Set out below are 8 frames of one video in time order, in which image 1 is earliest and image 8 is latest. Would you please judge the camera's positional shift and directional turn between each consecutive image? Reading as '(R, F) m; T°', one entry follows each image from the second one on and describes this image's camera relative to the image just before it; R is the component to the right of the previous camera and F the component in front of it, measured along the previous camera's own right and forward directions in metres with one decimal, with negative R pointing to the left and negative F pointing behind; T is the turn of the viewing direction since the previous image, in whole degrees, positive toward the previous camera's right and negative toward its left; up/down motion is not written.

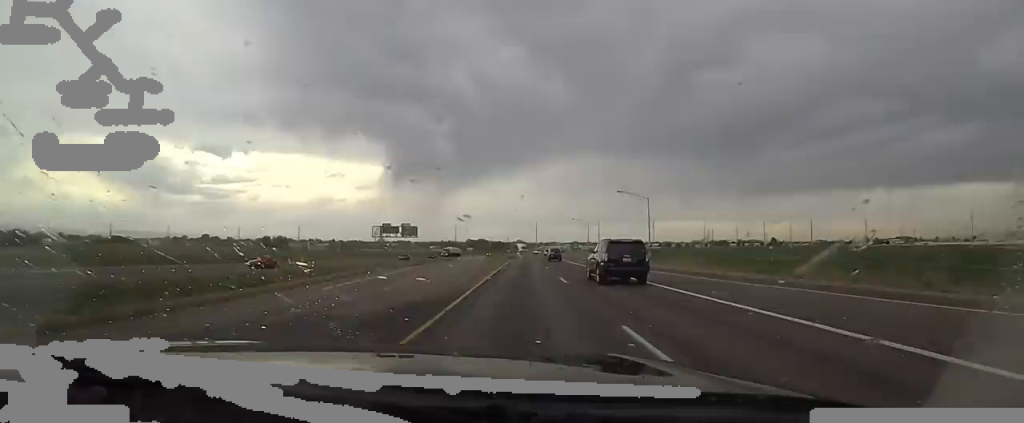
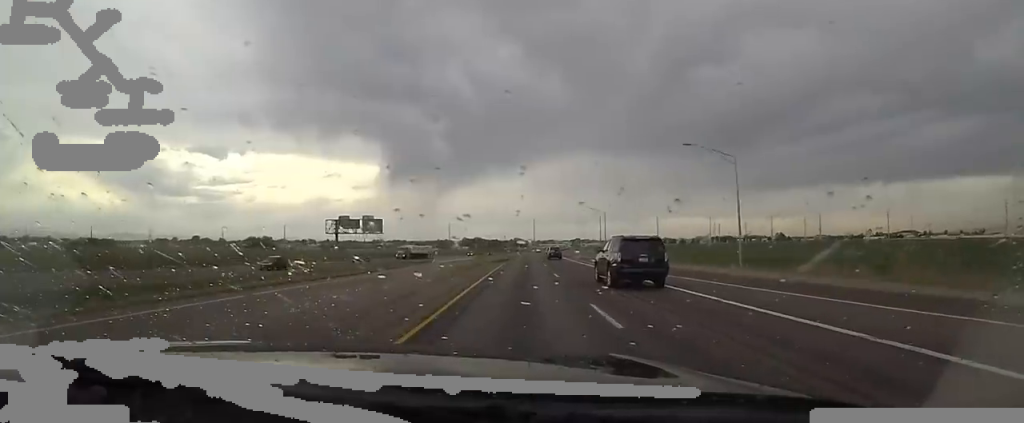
(0.0, +28.1) m; +2°
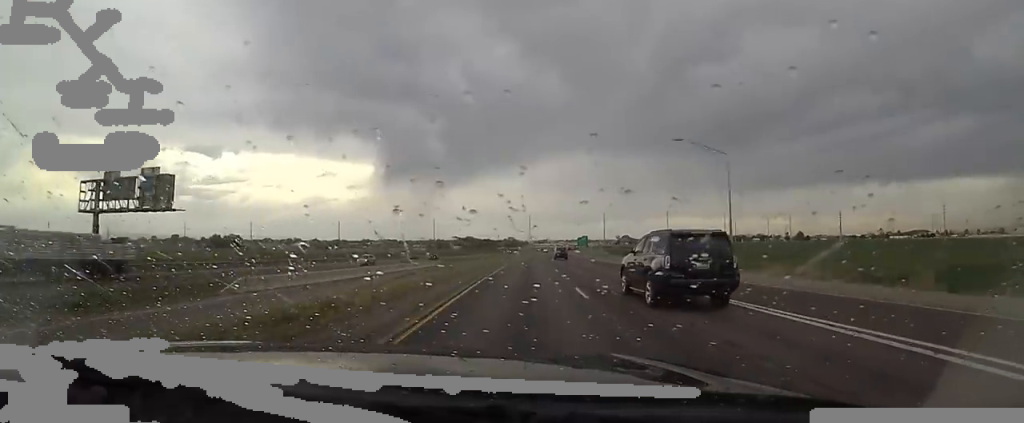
(+1.6, +55.5) m; +1°
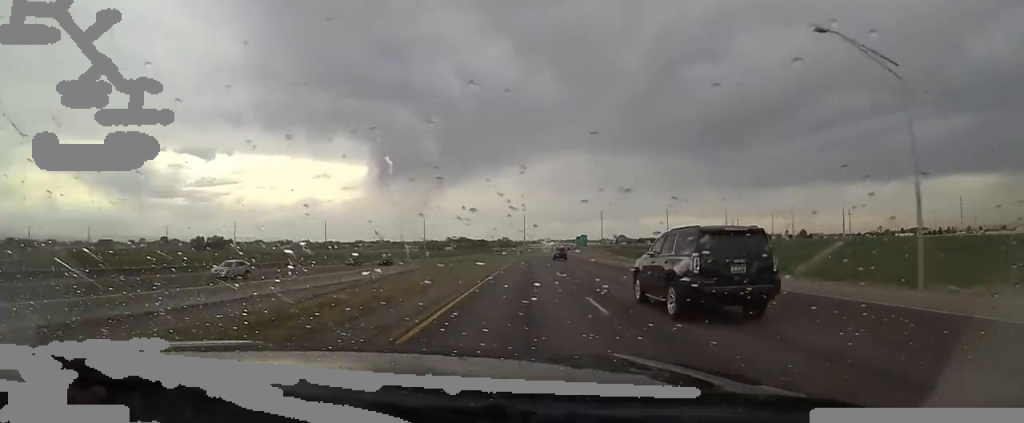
(-1.0, +18.0) m; 0°
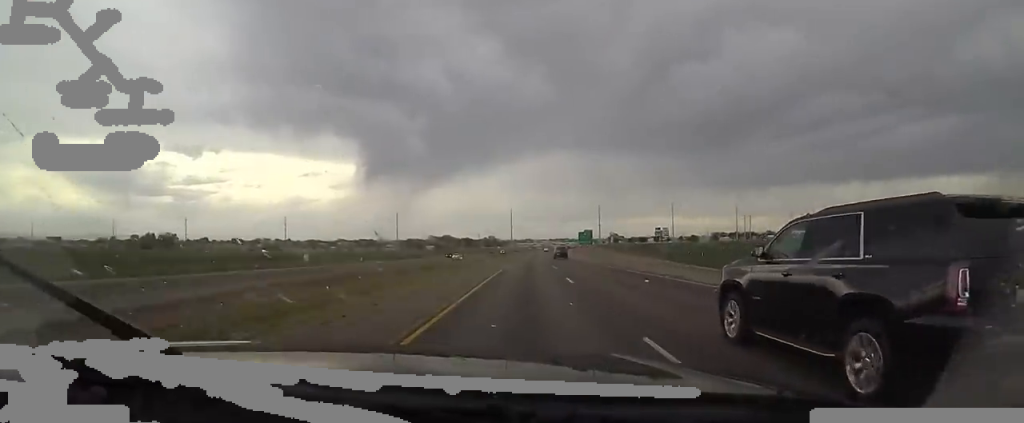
(+0.7, +52.2) m; 0°
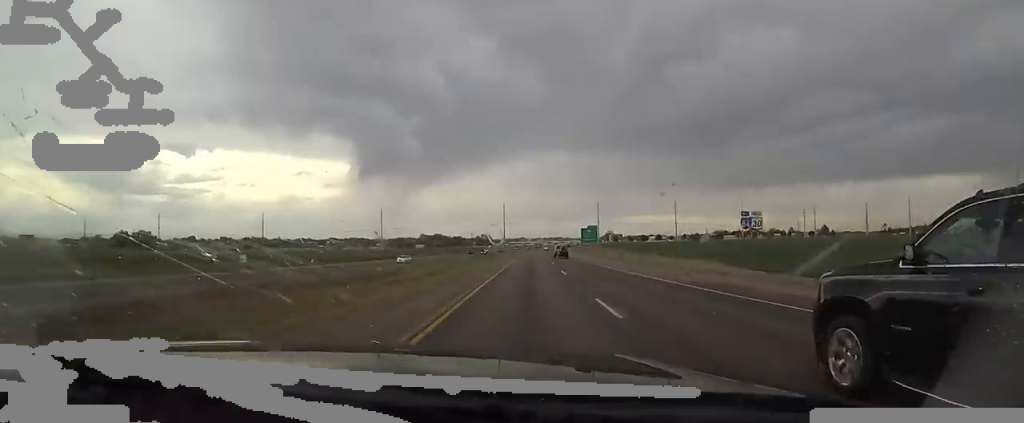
(-0.3, +24.5) m; +2°
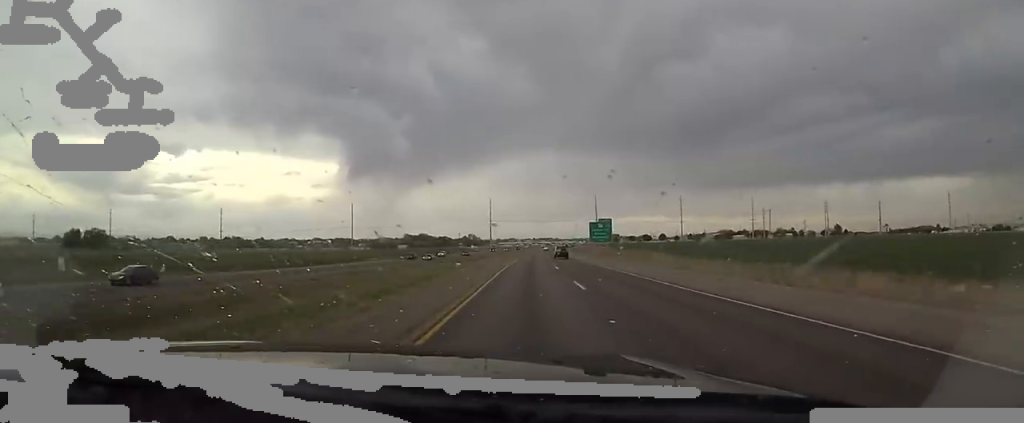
(+2.2, +38.5) m; +4°
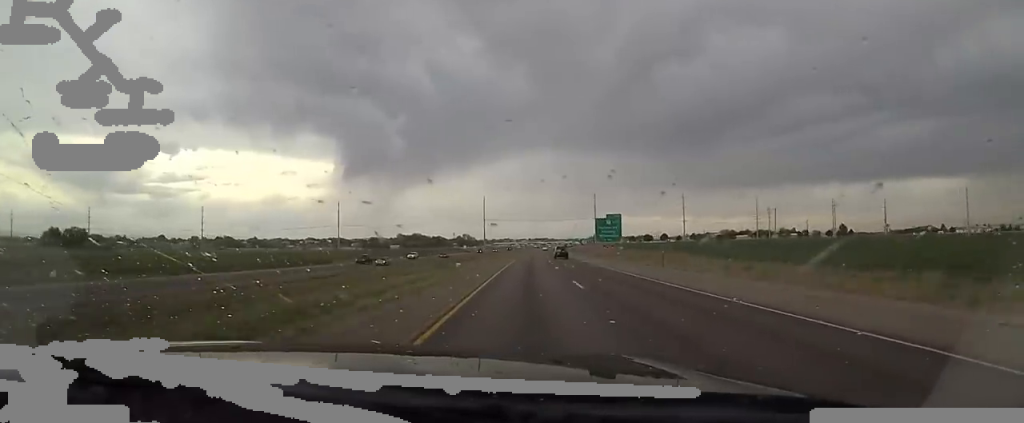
(+0.7, +15.0) m; 0°
